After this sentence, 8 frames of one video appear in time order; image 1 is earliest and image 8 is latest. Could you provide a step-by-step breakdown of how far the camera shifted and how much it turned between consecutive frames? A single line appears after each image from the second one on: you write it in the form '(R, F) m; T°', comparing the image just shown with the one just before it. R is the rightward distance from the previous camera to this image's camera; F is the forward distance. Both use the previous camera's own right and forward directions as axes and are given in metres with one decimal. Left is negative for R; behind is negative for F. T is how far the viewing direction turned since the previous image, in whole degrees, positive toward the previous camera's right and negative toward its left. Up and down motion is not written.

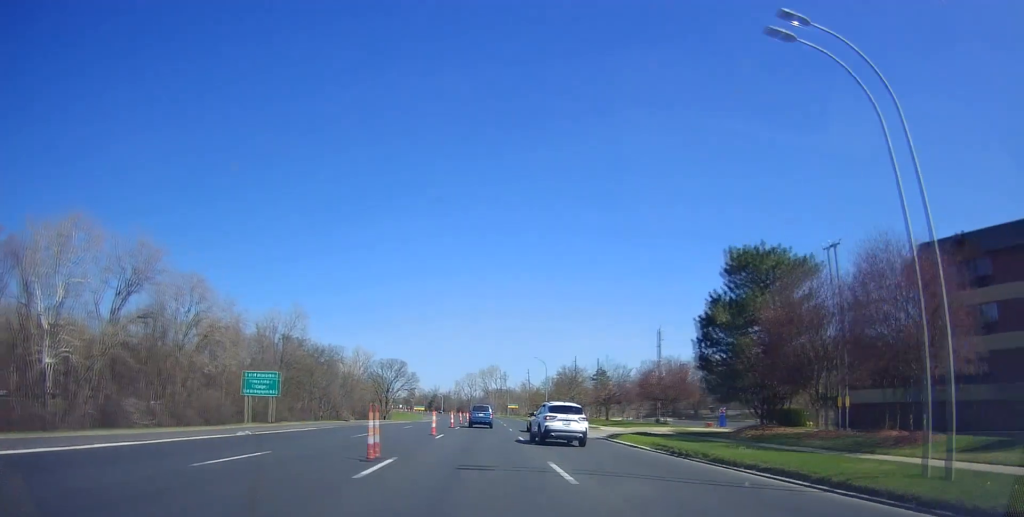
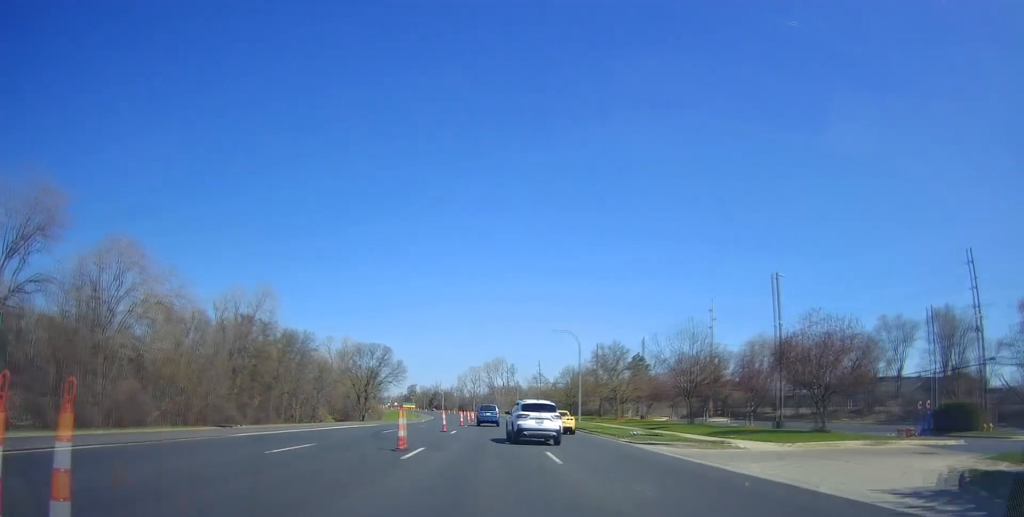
(-0.5, +26.3) m; -1°
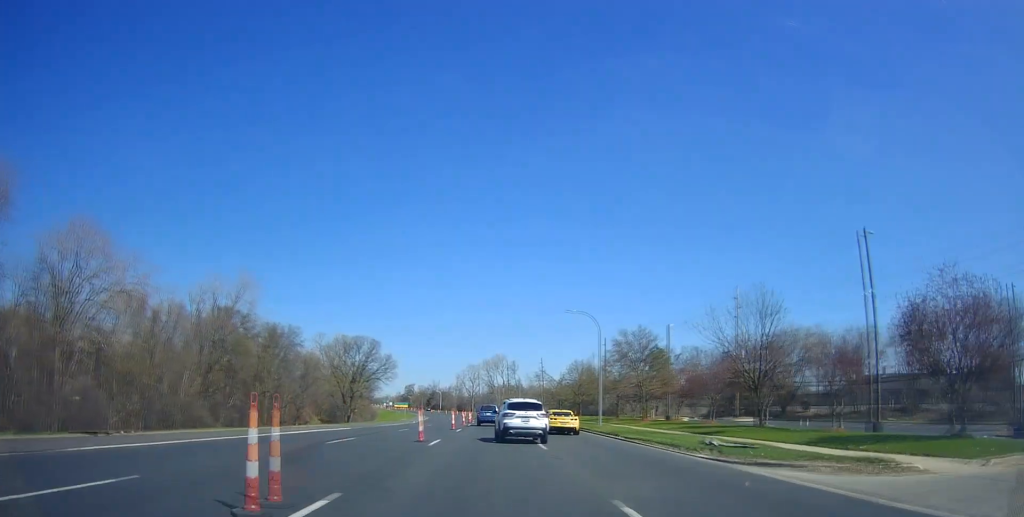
(+0.1, +10.7) m; 0°
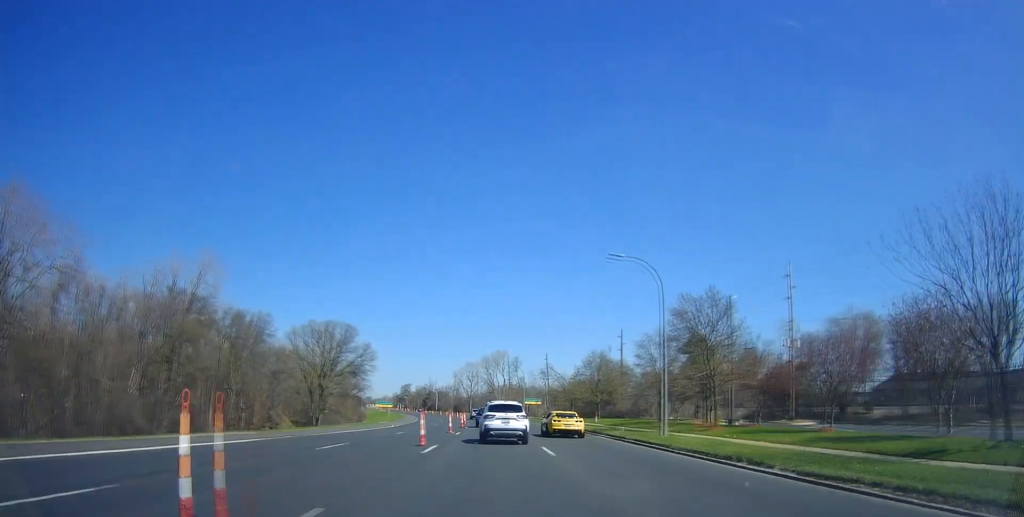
(+0.3, +17.0) m; 0°
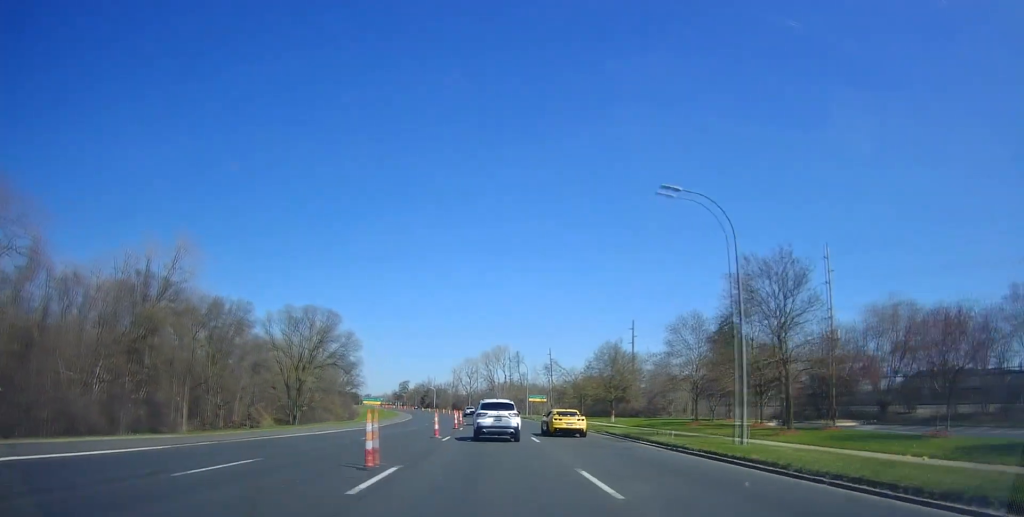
(-0.2, +9.1) m; 0°
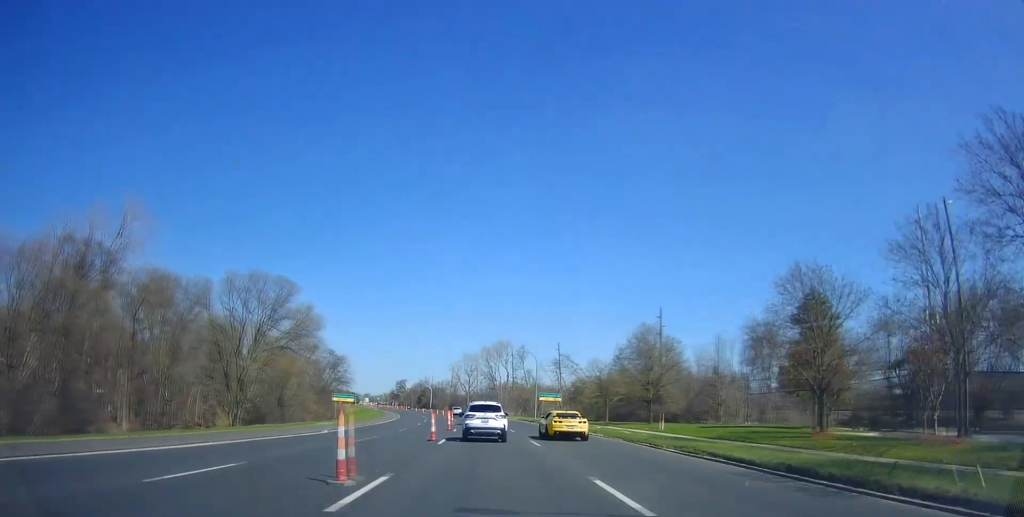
(0.0, +16.7) m; +1°
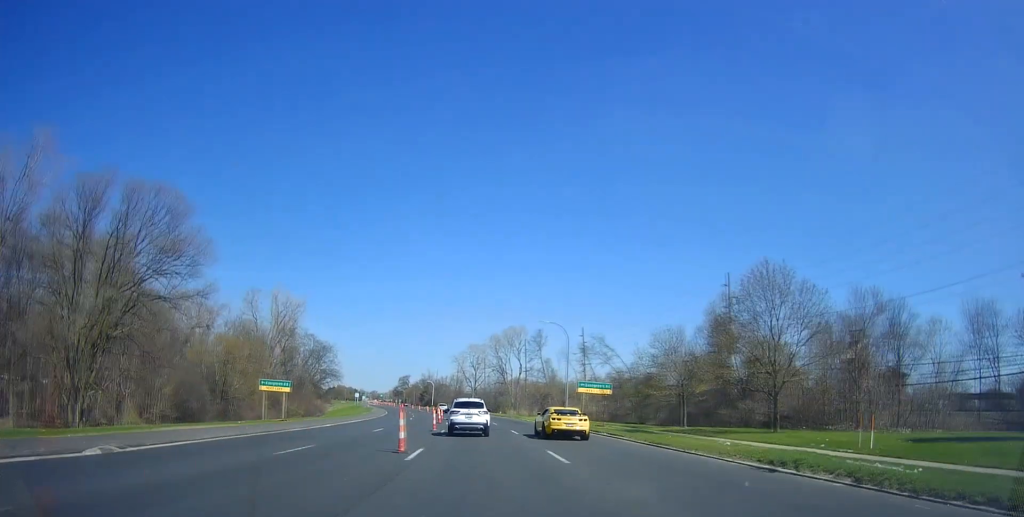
(+0.4, +23.5) m; 0°
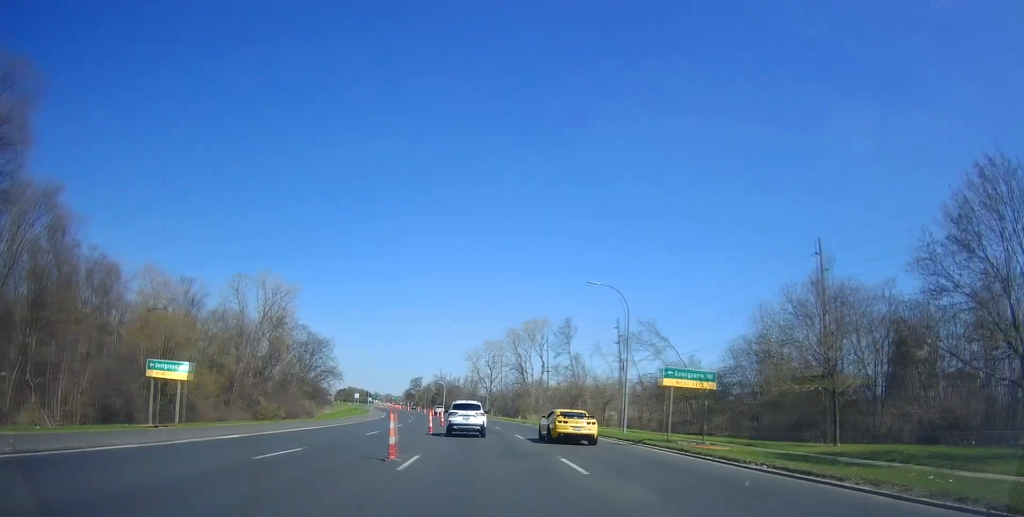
(-0.2, +17.3) m; -2°
